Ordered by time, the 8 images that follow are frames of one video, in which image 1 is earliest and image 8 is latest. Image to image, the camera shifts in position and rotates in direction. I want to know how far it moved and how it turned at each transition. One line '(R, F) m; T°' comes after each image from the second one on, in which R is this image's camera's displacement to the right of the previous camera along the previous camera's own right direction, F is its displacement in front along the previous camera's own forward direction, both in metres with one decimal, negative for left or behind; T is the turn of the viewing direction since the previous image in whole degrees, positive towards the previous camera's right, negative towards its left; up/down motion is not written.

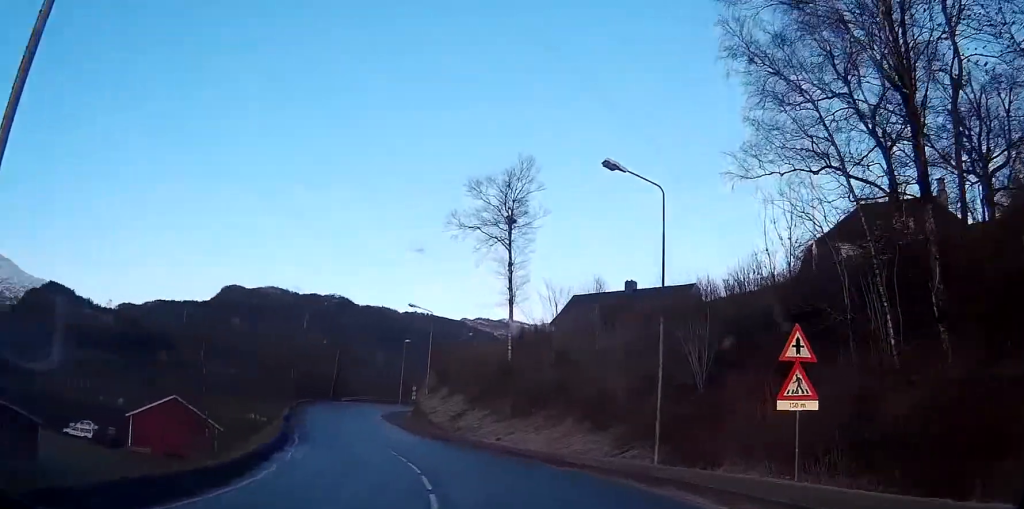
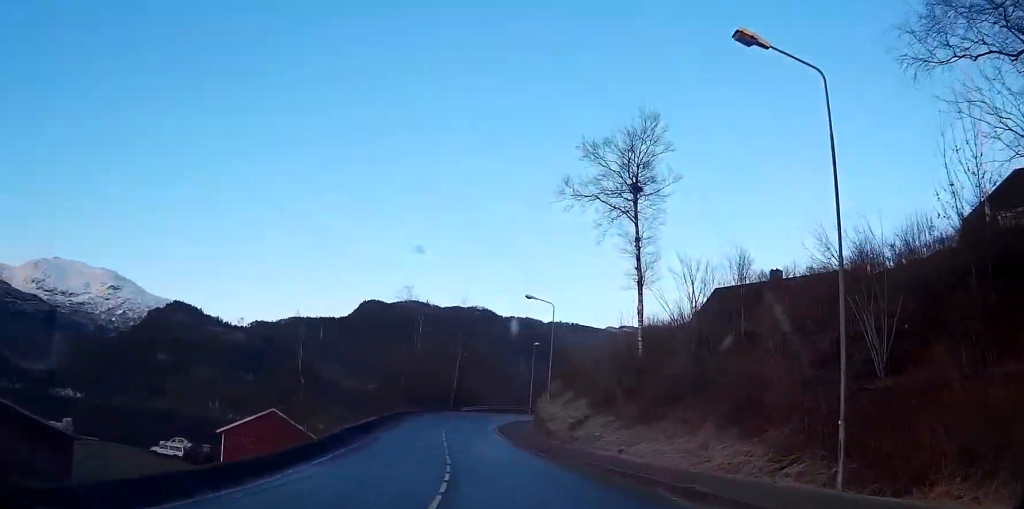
(-0.4, +8.5) m; -10°
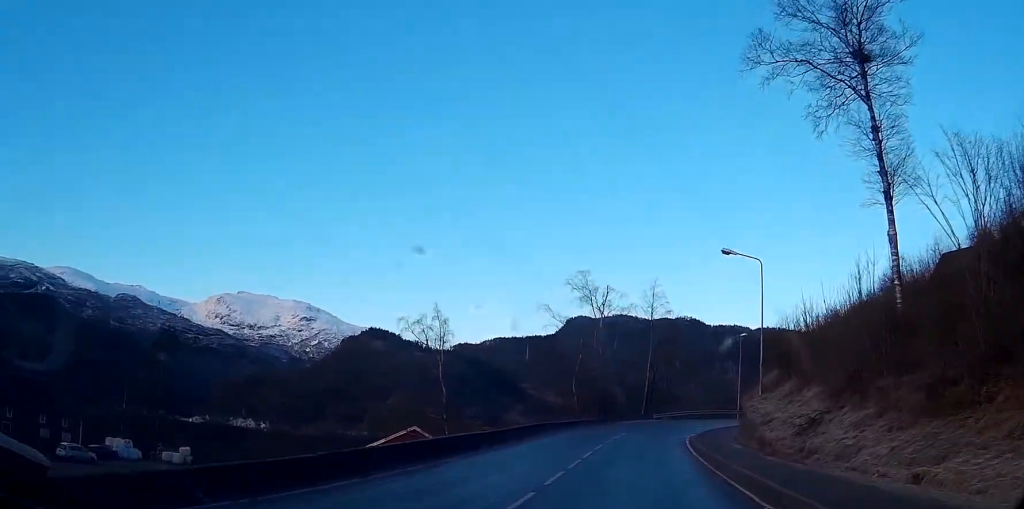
(-2.7, +15.8) m; -15°
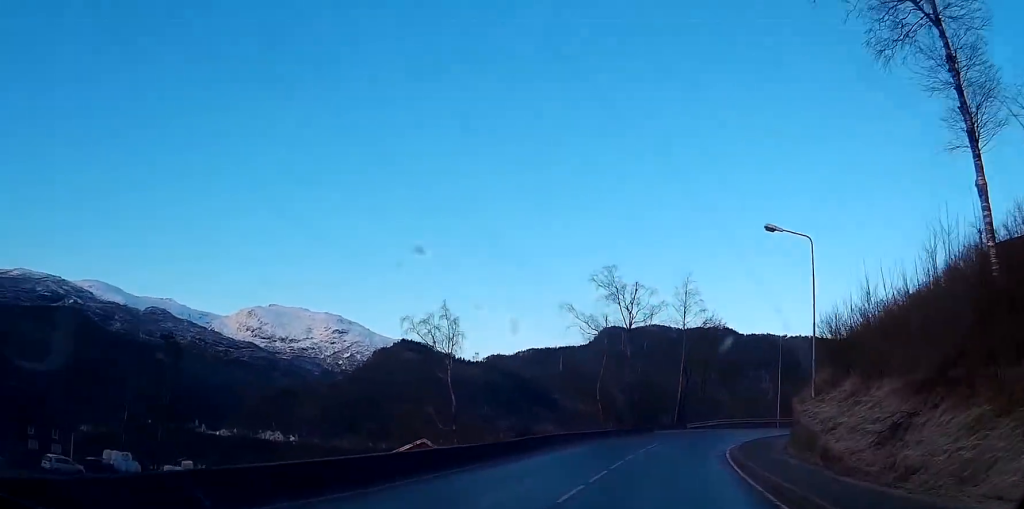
(-0.3, +5.9) m; -1°
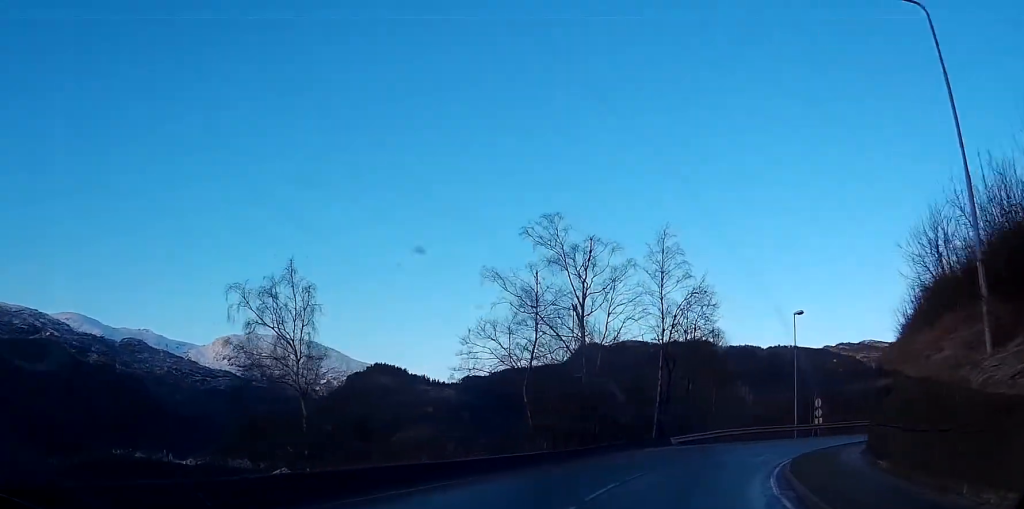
(-0.3, +18.7) m; +2°
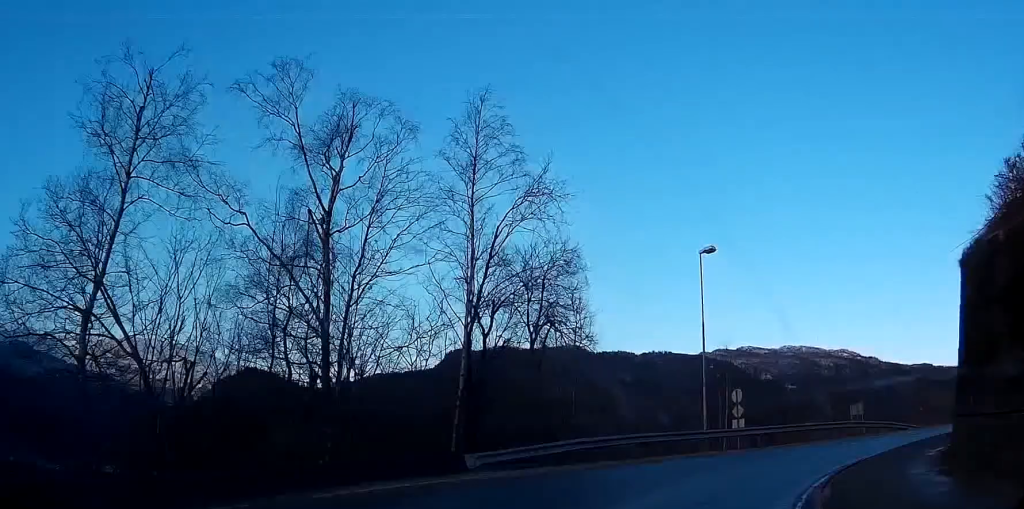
(+1.5, +18.7) m; +12°
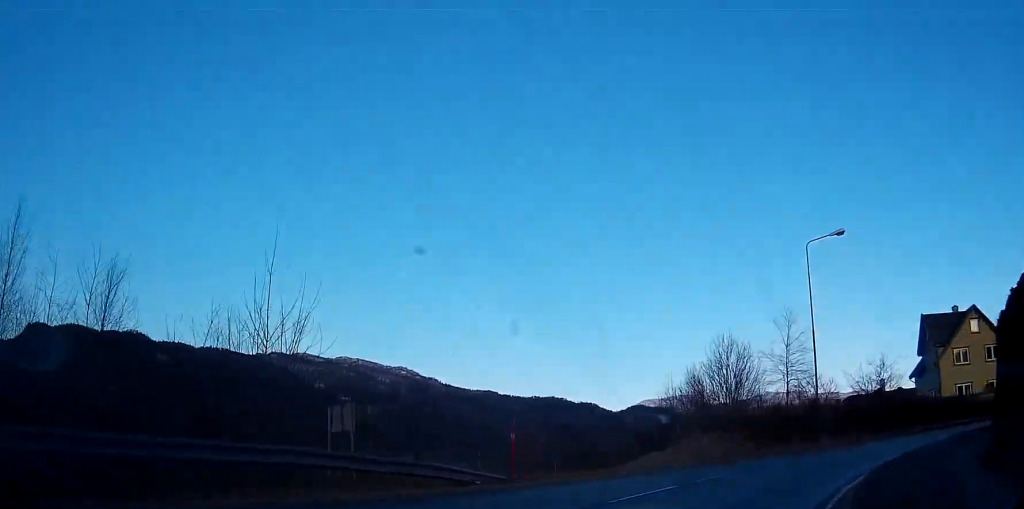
(+7.3, +24.5) m; +34°
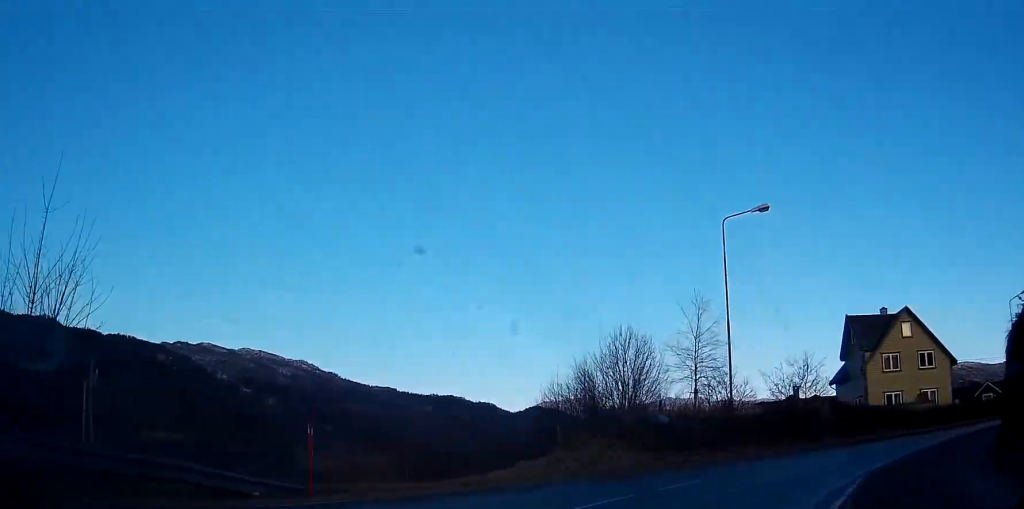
(+0.2, +5.5) m; +6°
